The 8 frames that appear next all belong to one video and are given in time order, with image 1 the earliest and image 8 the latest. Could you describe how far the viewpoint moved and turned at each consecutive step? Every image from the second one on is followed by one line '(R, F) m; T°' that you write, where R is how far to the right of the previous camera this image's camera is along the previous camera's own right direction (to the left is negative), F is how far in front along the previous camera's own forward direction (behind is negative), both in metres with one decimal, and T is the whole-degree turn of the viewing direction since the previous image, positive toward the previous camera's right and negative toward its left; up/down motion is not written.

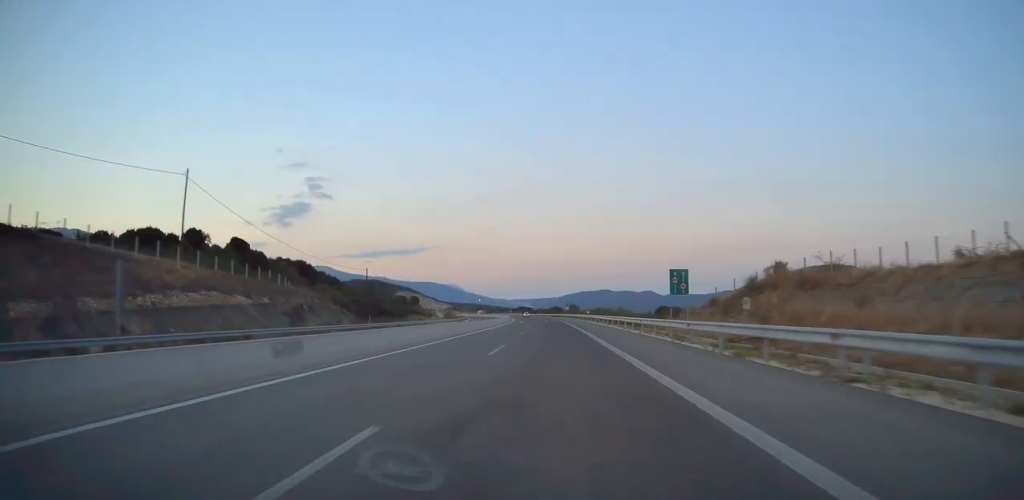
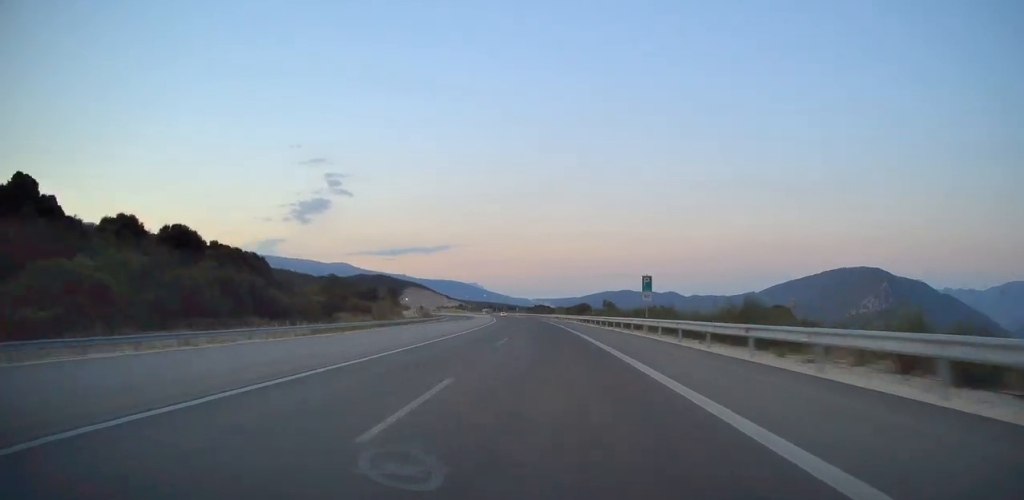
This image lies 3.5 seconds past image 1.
(+7.3, +154.3) m; -1°
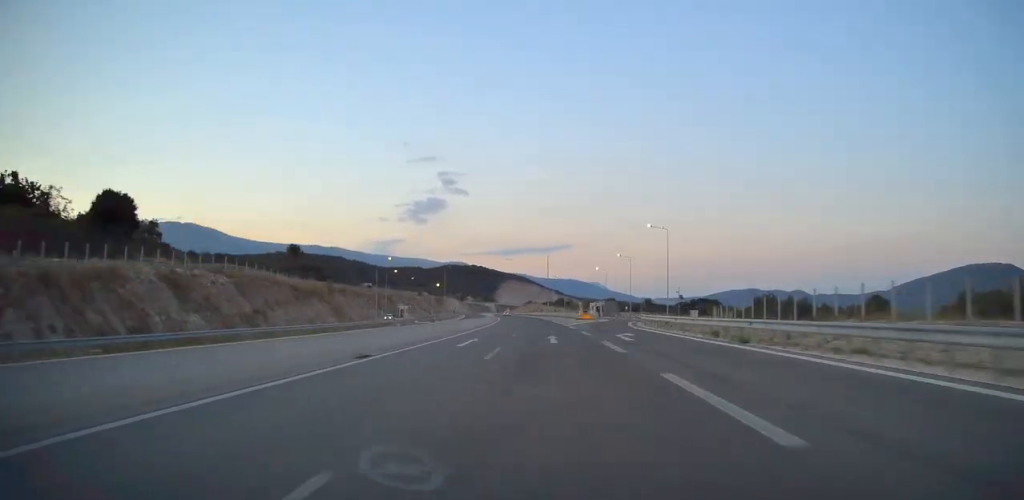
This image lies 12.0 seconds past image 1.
(-13.2, +338.5) m; -7°
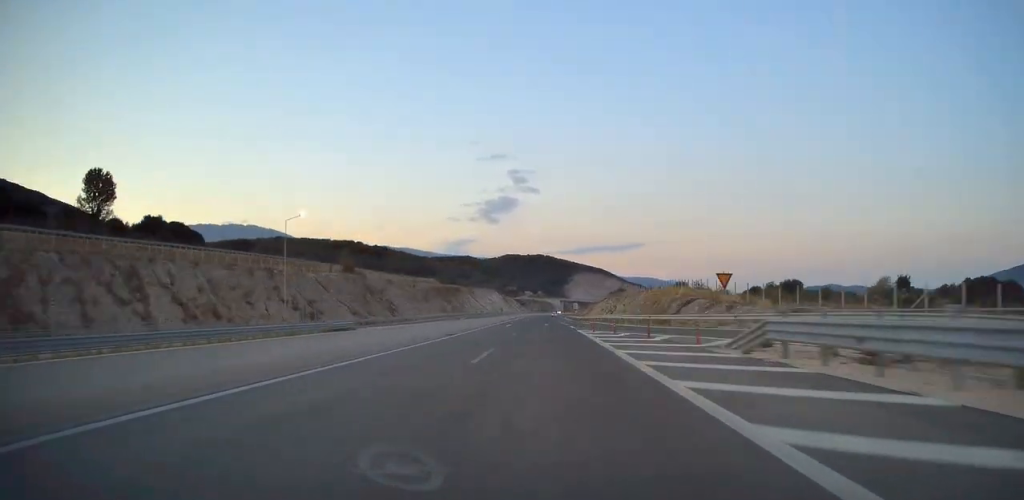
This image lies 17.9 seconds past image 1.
(-11.8, +202.1) m; -3°
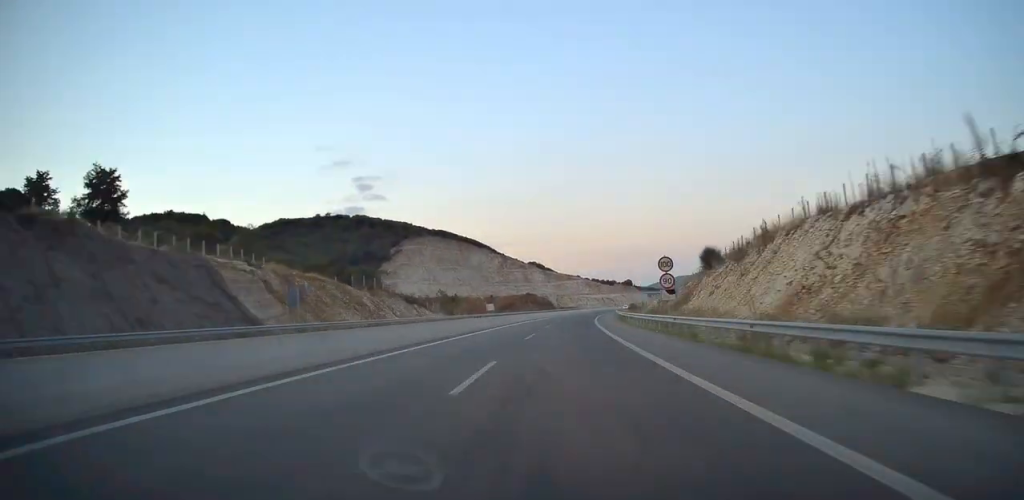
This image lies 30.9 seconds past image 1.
(+14.9, +404.6) m; +13°
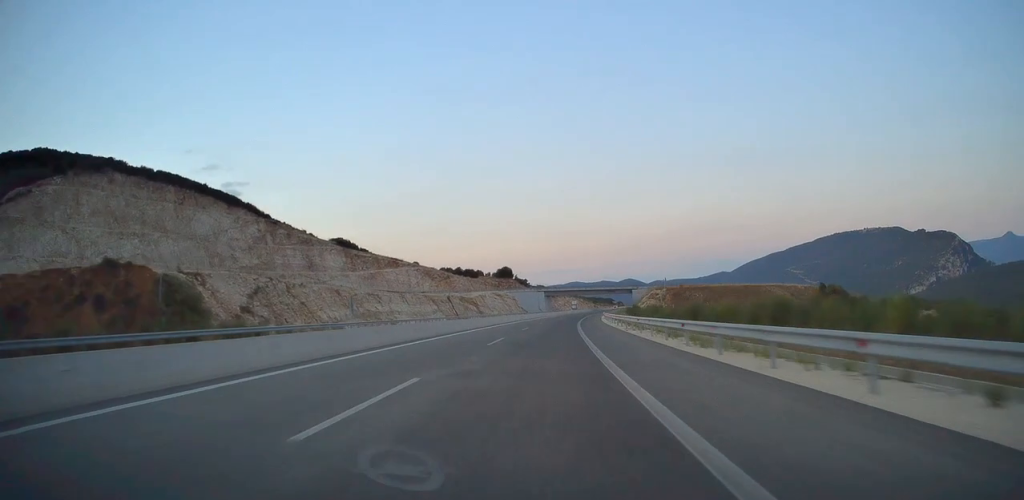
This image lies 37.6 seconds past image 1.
(+23.0, +199.3) m; +11°
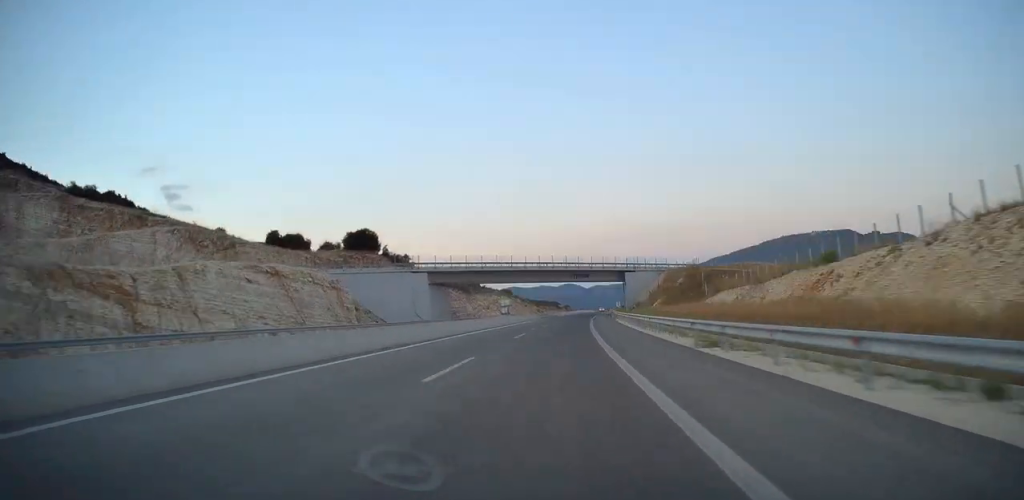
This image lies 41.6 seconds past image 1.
(+9.5, +120.1) m; +4°
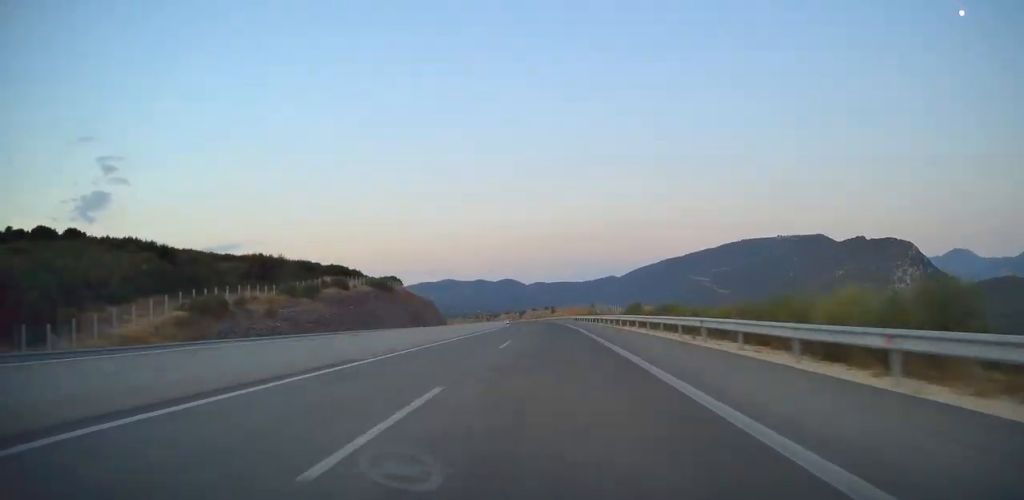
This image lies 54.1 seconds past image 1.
(+26.9, +383.2) m; 0°
